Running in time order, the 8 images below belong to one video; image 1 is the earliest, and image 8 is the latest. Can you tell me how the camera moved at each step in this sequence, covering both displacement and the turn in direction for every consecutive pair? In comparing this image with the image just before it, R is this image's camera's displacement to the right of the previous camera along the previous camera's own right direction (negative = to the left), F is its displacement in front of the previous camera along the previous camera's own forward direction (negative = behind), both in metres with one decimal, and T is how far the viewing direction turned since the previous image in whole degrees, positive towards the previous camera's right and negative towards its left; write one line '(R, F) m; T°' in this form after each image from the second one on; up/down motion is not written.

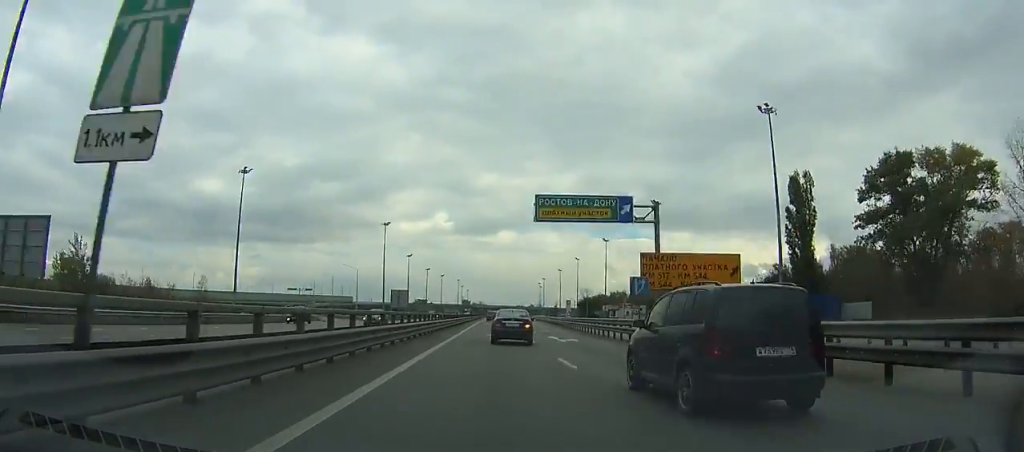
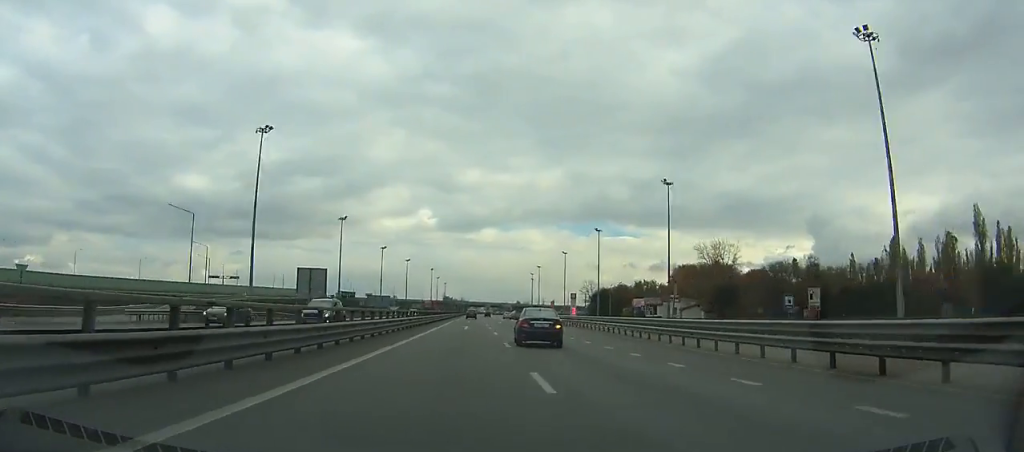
(+0.6, +63.6) m; +2°
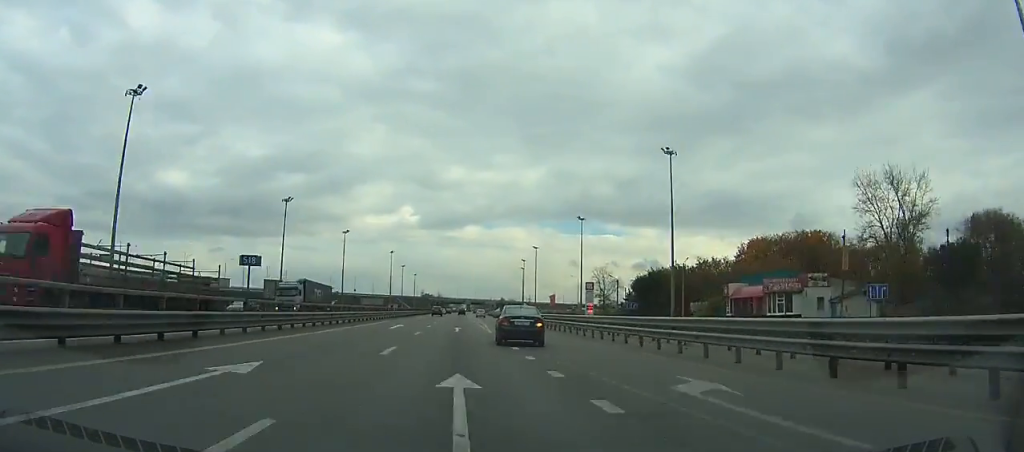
(+1.3, +63.9) m; +1°
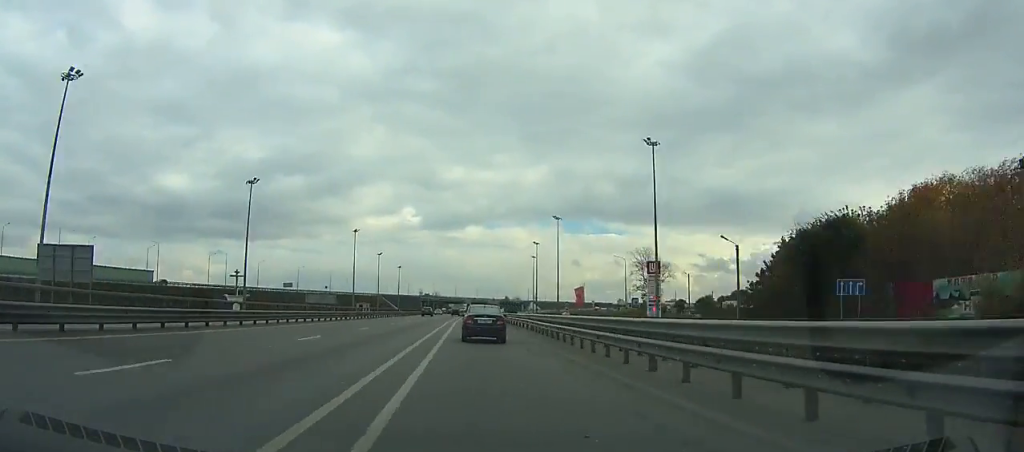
(+0.3, +56.1) m; 0°
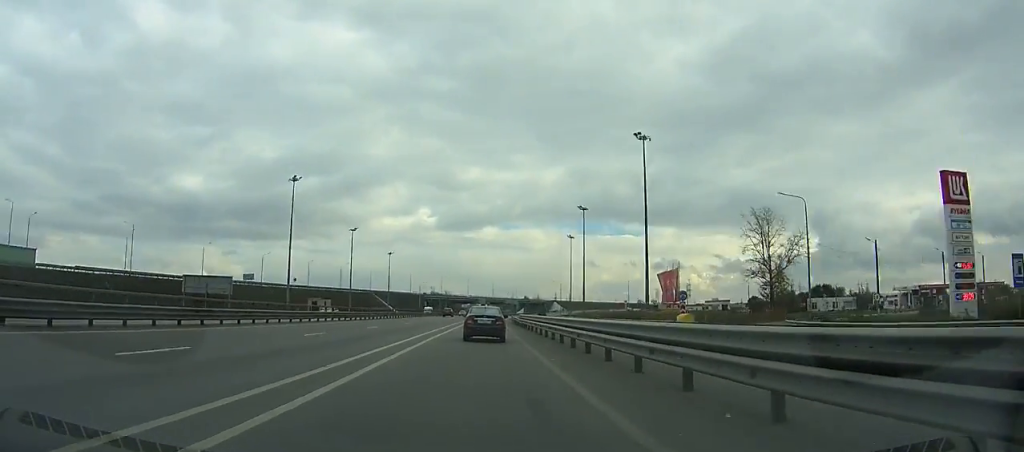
(-0.4, +57.3) m; -1°
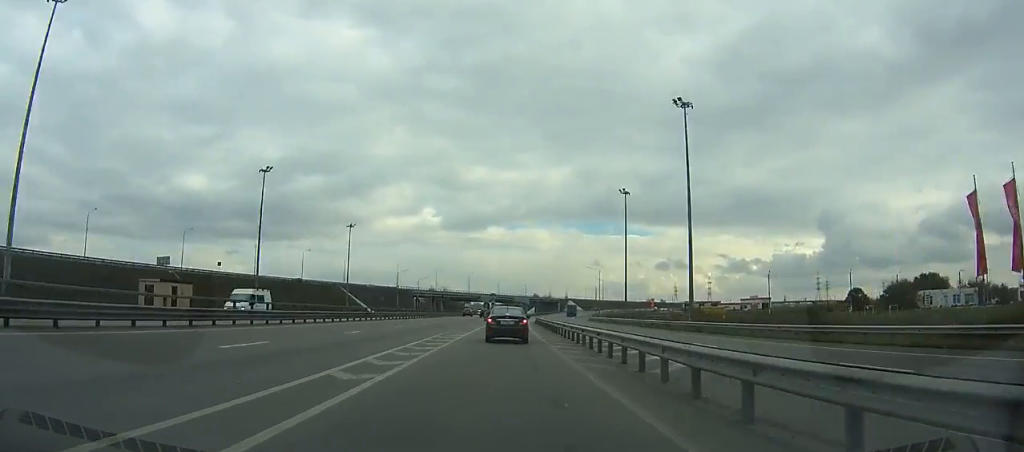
(-0.6, +55.7) m; 0°
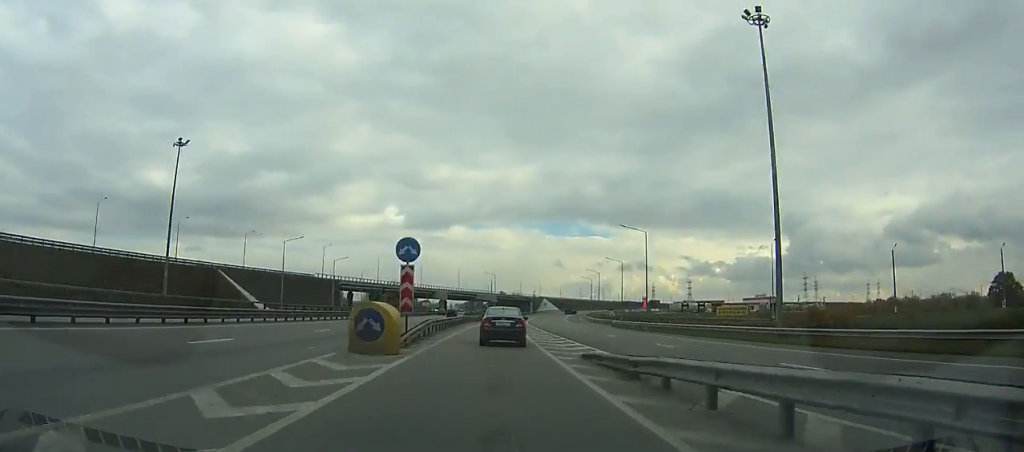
(+0.3, +58.3) m; +2°
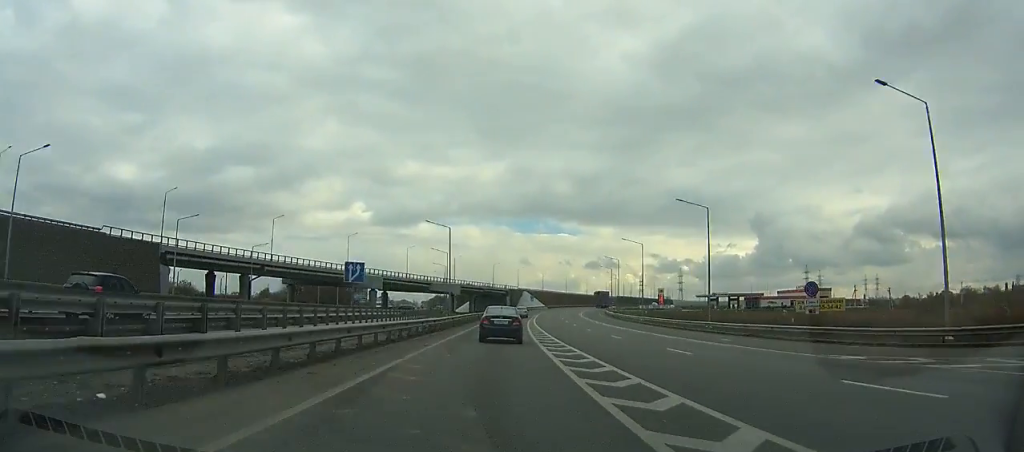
(+2.9, +77.5) m; +4°
